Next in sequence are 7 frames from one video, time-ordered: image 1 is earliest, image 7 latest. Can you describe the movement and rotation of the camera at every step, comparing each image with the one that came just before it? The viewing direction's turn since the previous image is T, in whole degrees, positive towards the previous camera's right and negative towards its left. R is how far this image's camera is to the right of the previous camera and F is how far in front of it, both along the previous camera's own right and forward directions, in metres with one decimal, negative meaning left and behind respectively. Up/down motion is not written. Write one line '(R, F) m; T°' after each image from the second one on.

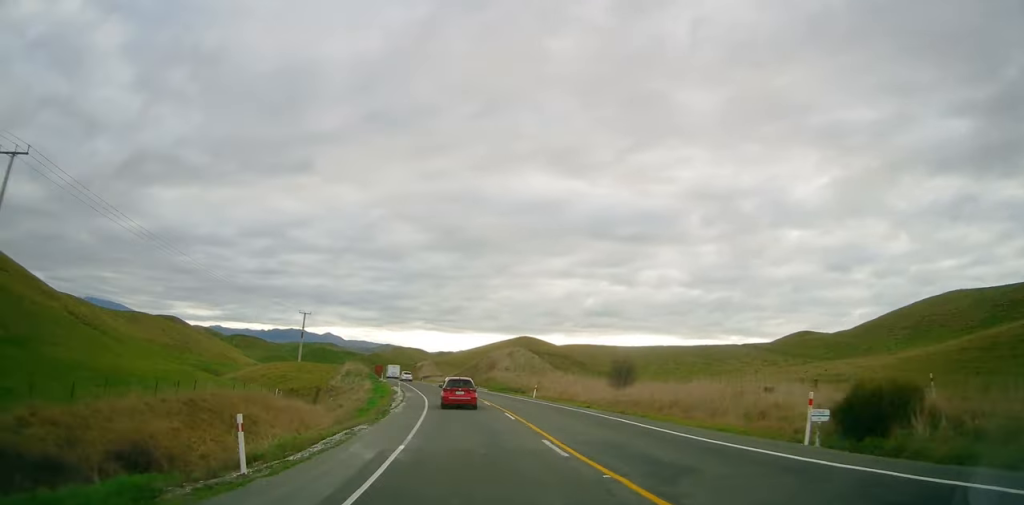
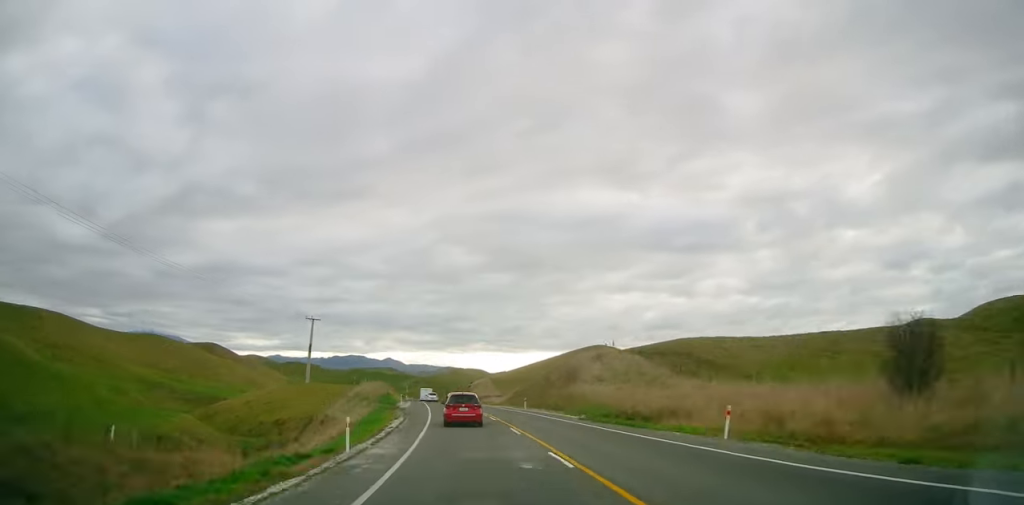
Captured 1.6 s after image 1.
(-0.9, +28.5) m; -3°
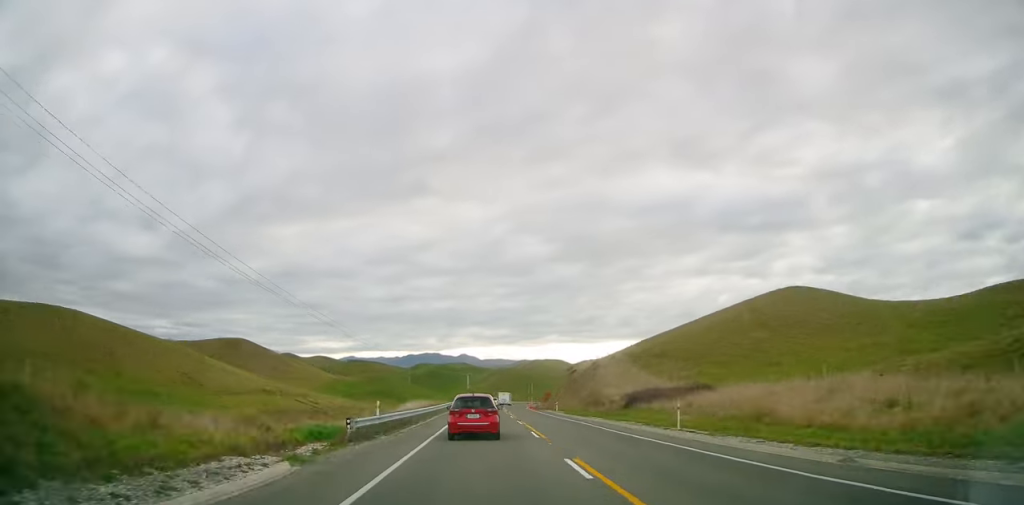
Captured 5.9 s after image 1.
(-5.0, +75.6) m; -4°
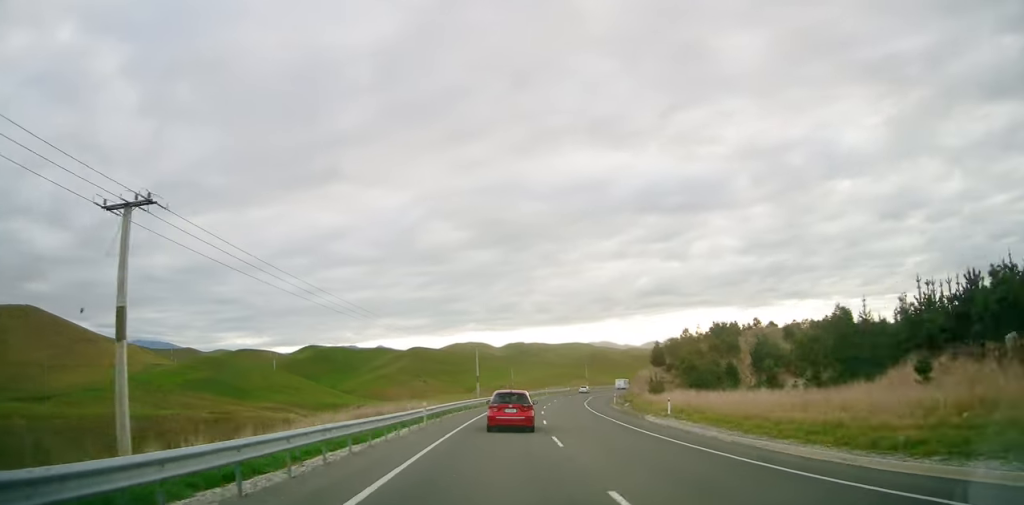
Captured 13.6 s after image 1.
(+8.4, +134.5) m; +12°
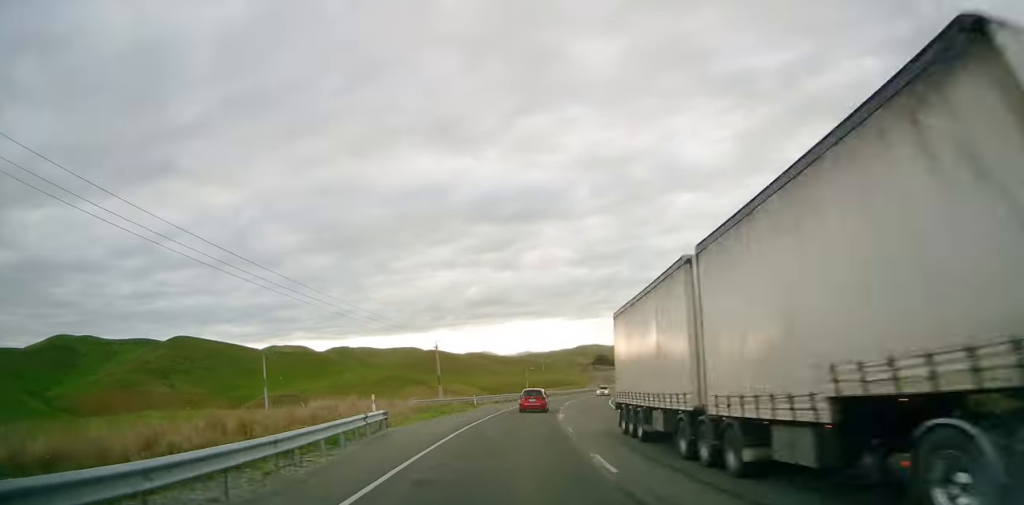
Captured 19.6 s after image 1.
(+16.8, +107.8) m; +18°
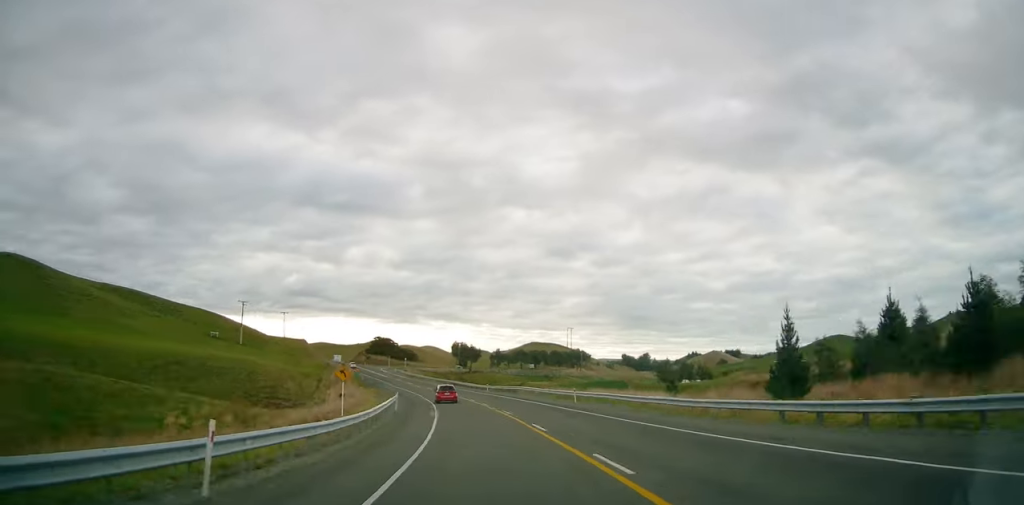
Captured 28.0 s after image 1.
(+27.8, +166.9) m; +6°
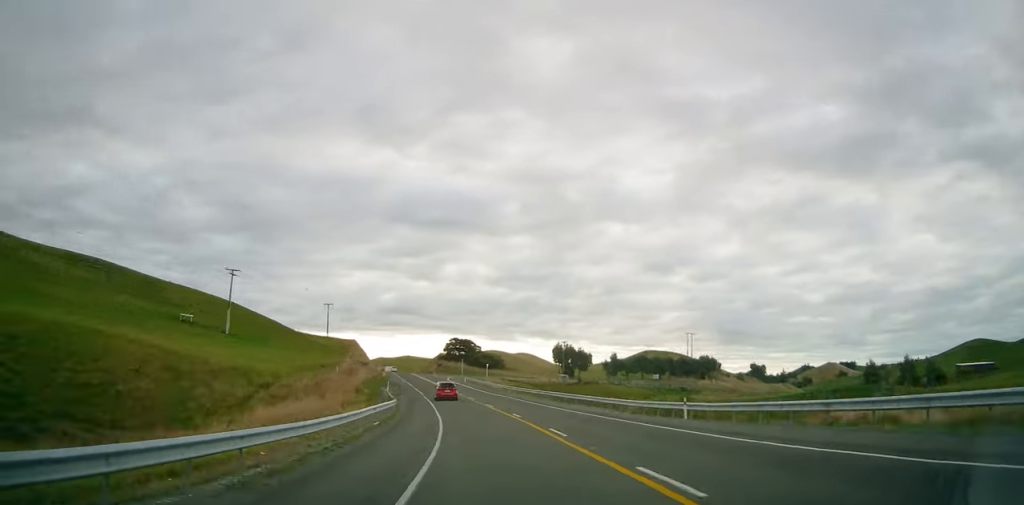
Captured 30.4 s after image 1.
(-0.9, +50.8) m; -7°
